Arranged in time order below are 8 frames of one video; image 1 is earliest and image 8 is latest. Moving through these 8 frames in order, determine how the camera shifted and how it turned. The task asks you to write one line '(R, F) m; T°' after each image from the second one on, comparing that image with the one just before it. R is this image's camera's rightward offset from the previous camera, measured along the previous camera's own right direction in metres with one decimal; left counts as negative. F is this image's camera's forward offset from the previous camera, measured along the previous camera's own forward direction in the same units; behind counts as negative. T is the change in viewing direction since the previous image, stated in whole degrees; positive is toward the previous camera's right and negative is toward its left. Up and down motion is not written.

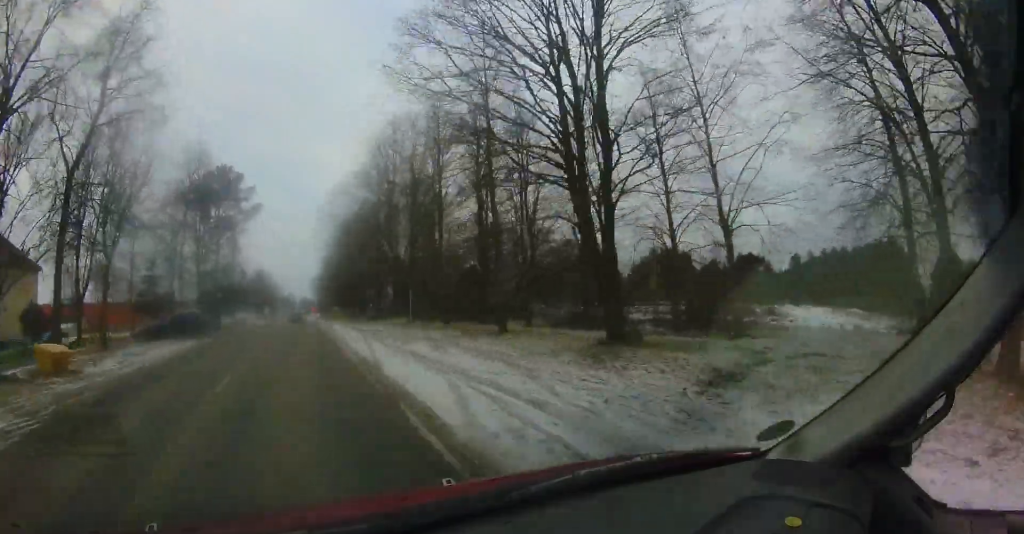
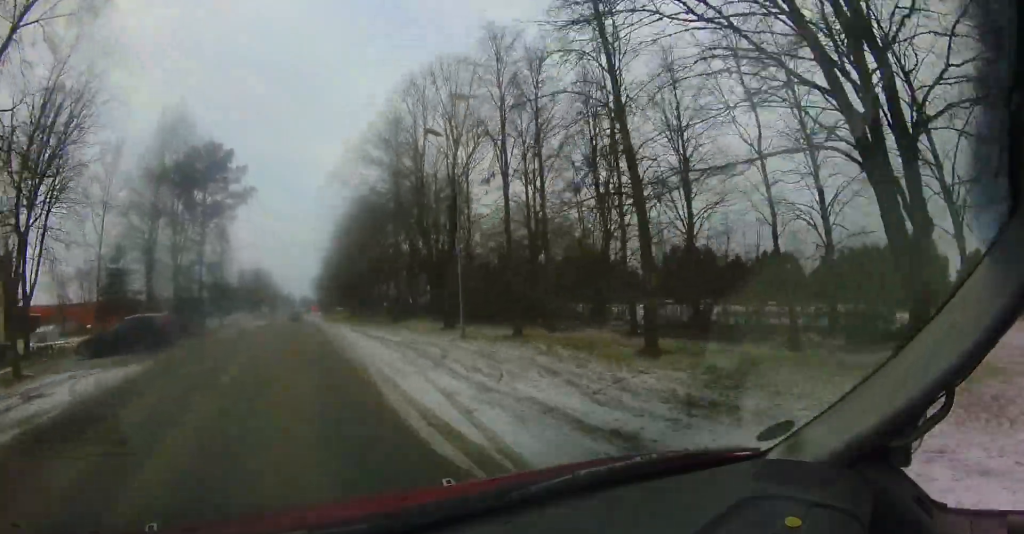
(-0.1, +7.0) m; +1°
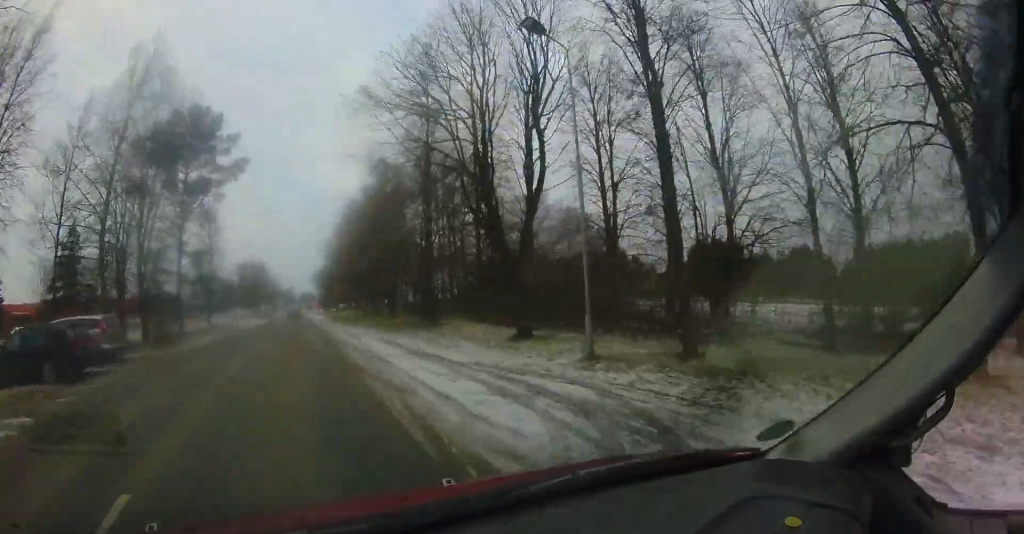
(+0.5, +6.9) m; 0°
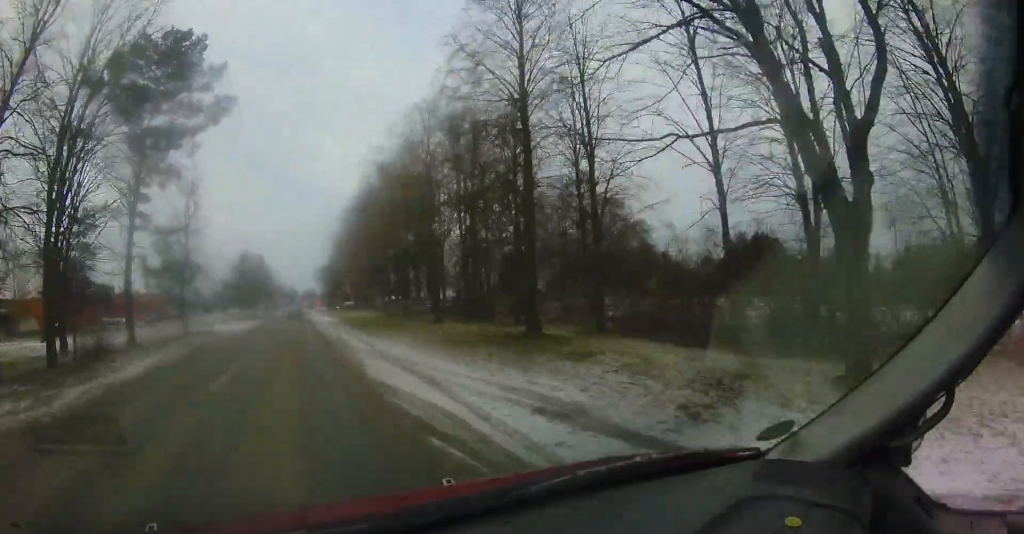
(-0.3, +9.7) m; -1°
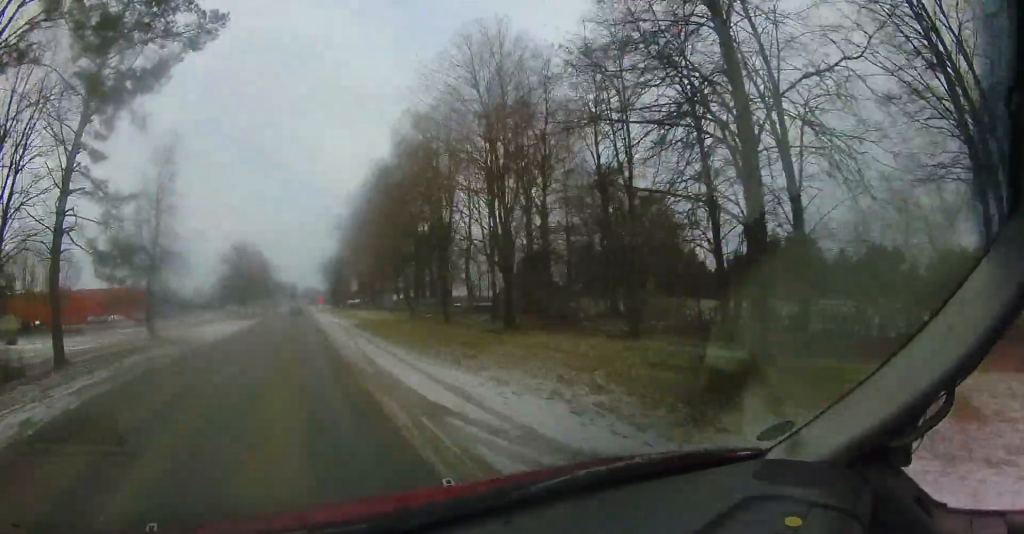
(-0.2, +7.2) m; 0°
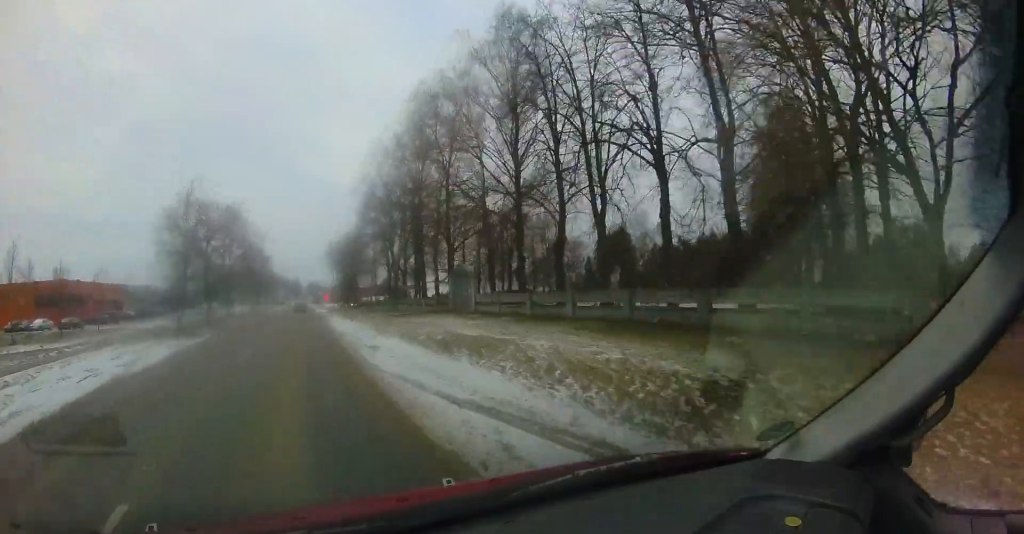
(+0.6, +23.2) m; +2°
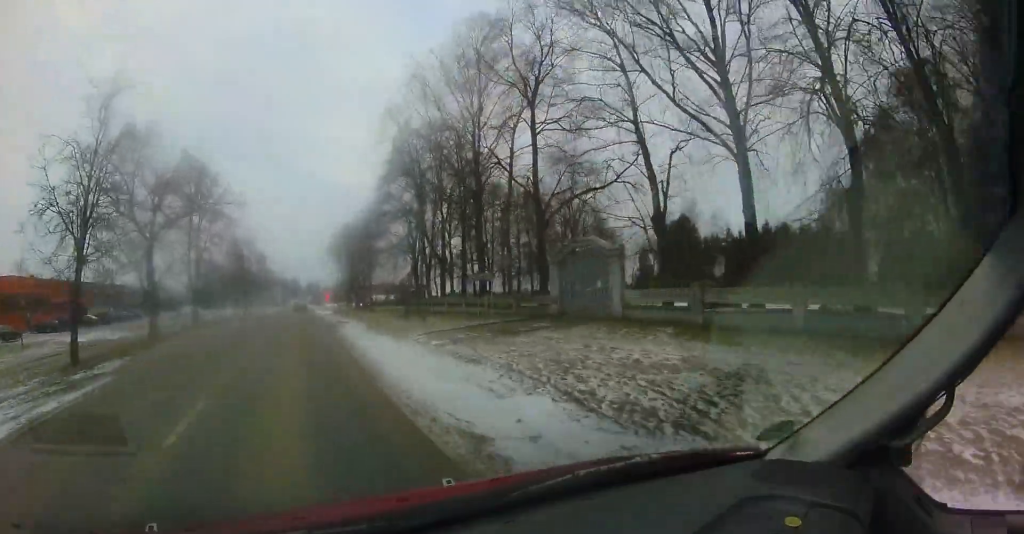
(+0.4, +12.6) m; +2°
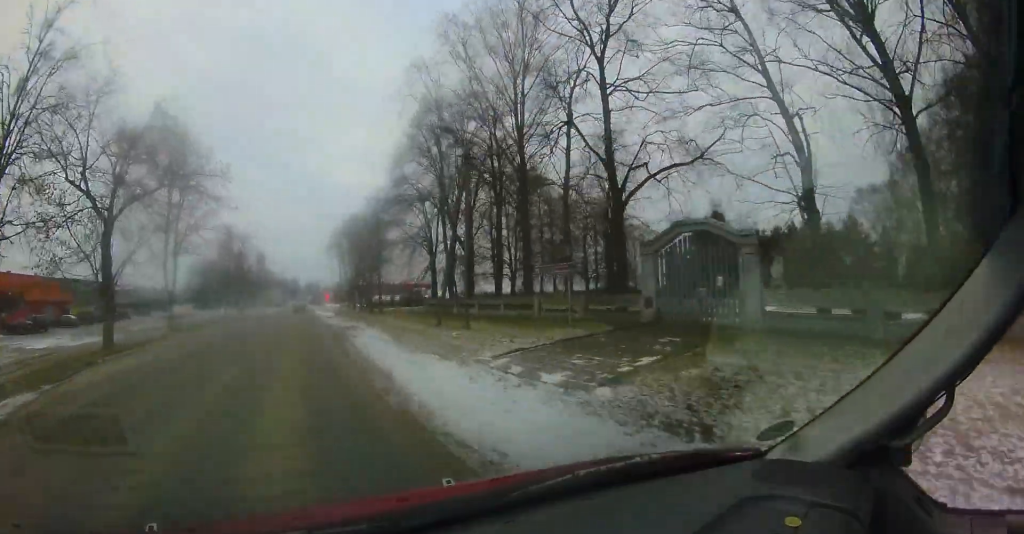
(0.0, +5.3) m; +1°
